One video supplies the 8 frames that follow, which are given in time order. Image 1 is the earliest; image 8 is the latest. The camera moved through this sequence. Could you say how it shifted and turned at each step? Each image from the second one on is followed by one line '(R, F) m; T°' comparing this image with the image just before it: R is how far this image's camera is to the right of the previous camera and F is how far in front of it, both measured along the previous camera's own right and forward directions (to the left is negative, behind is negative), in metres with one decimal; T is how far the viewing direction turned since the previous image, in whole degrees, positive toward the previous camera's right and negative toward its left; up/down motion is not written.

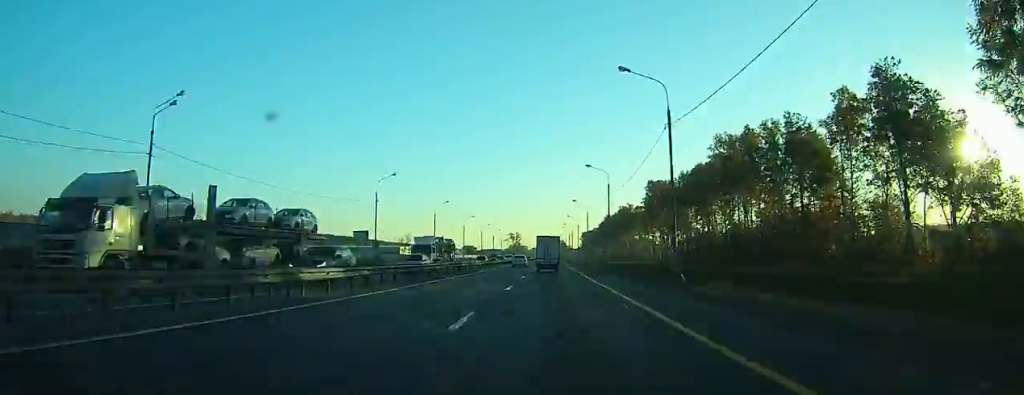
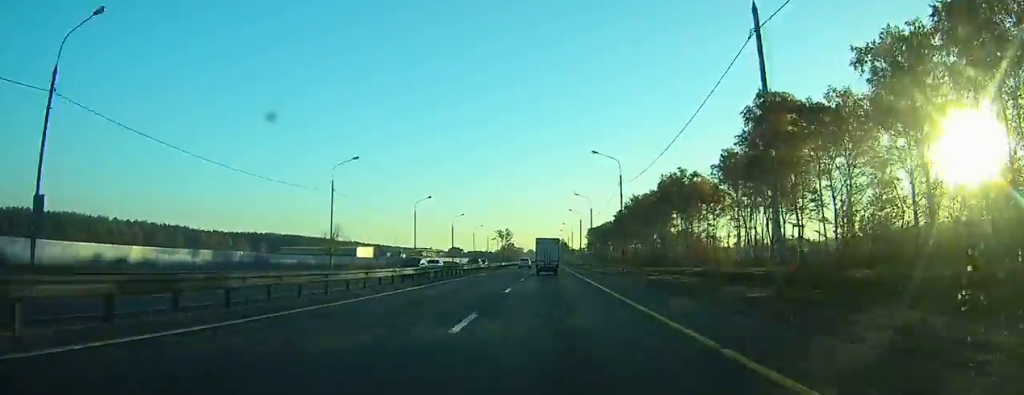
(-0.1, +85.4) m; 0°
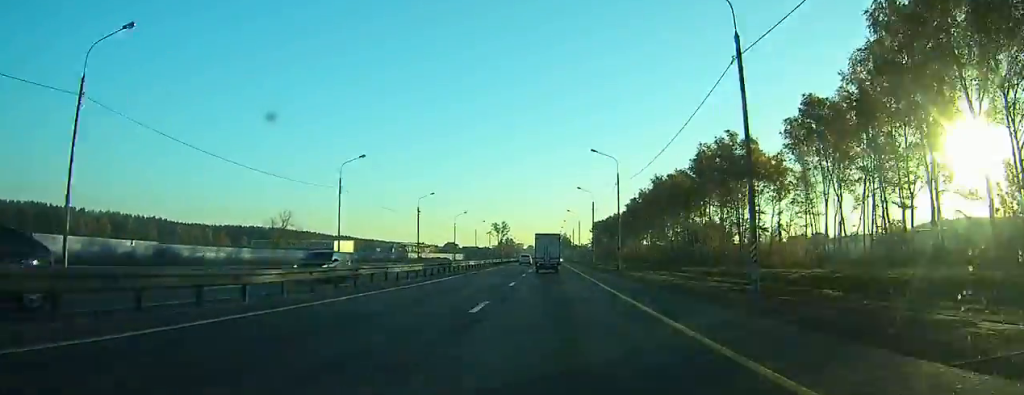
(0.0, +31.1) m; 0°
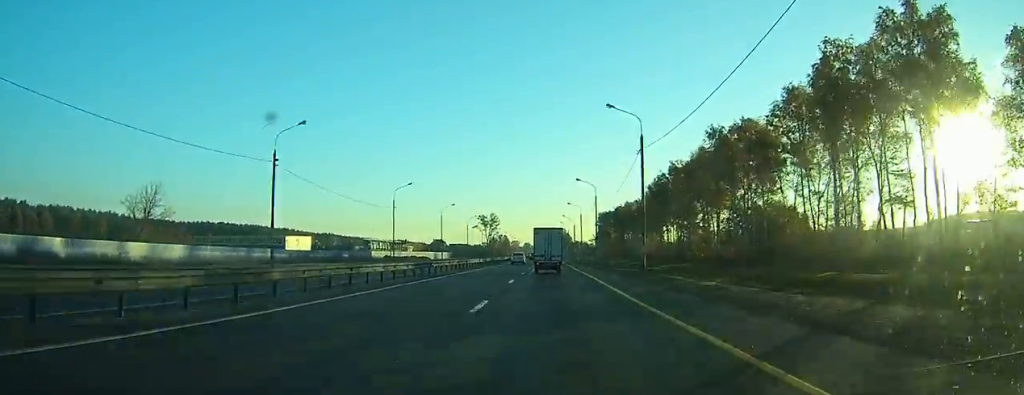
(-0.2, +44.9) m; -1°
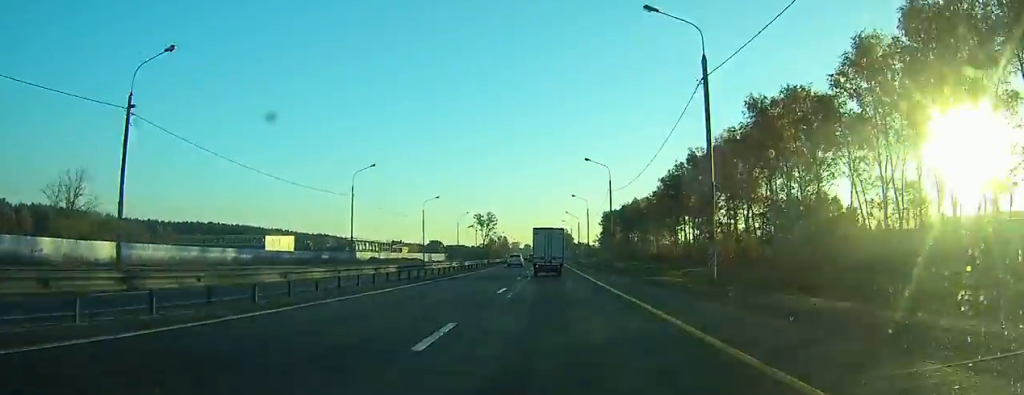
(0.0, +16.7) m; 0°
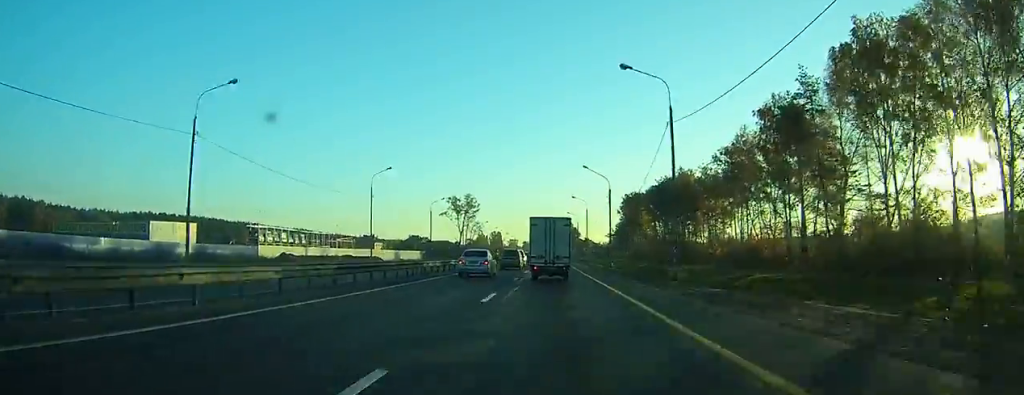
(-0.2, +67.6) m; 0°
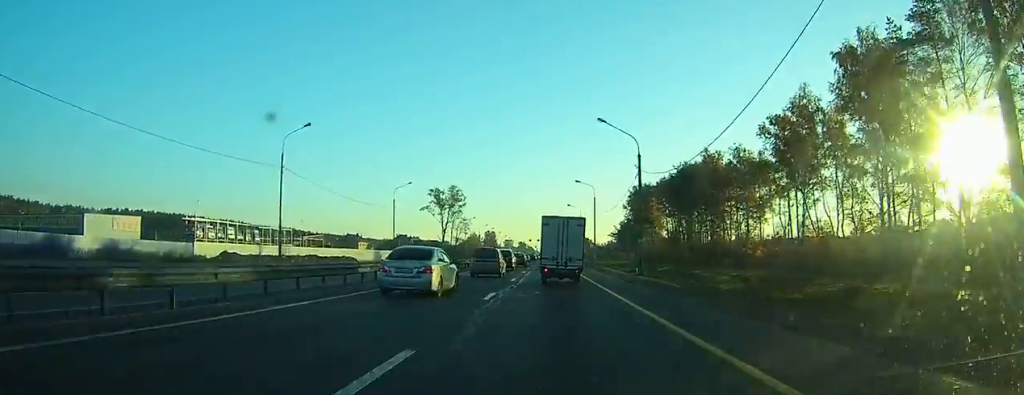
(+0.2, +24.2) m; +1°
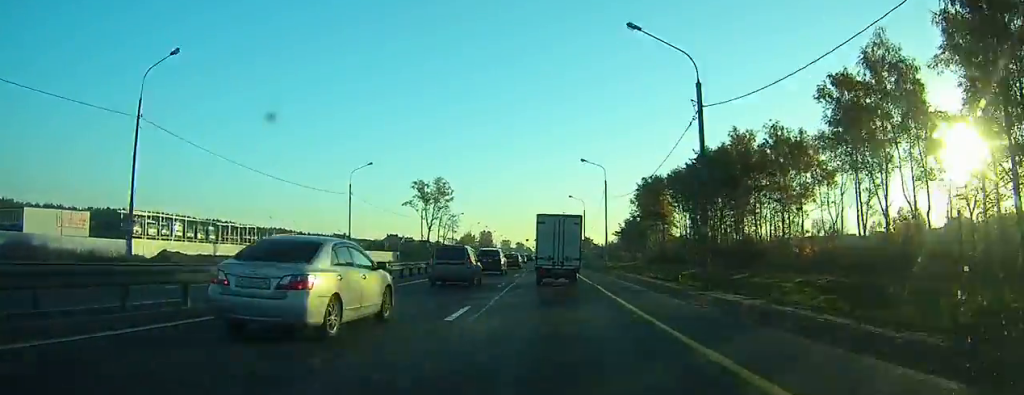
(+0.2, +17.3) m; +1°
